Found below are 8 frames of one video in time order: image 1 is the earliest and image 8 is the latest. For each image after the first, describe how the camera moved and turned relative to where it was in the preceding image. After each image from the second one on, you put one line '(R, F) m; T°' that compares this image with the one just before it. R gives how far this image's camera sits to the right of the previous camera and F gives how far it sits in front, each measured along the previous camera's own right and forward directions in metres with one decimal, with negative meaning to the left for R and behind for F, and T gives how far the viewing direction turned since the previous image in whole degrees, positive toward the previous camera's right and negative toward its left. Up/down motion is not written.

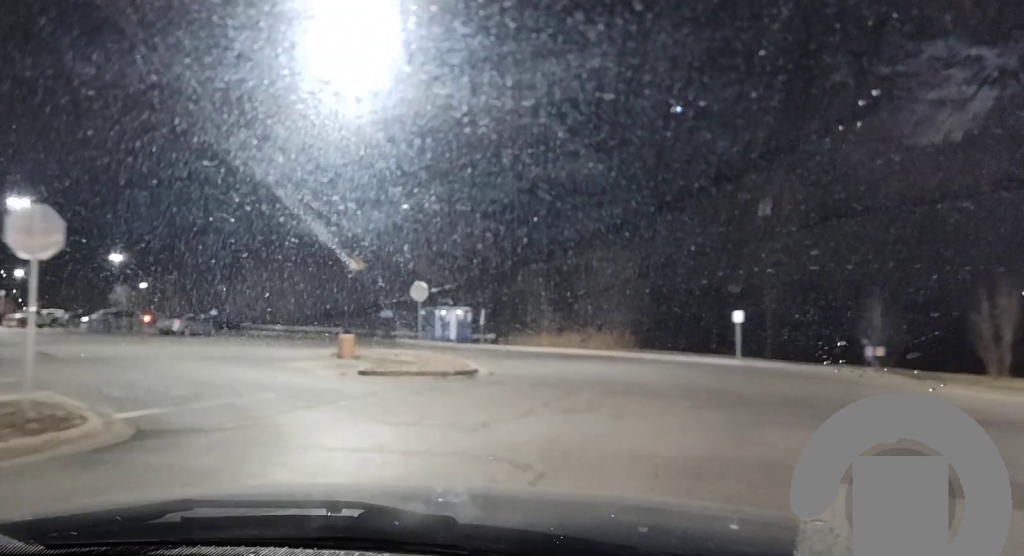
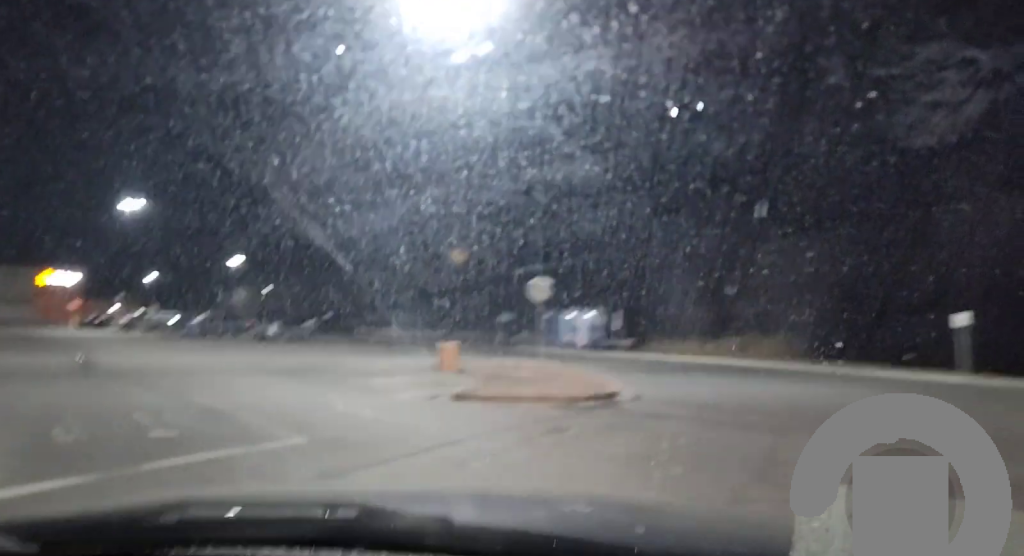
(-0.7, +6.4) m; -15°
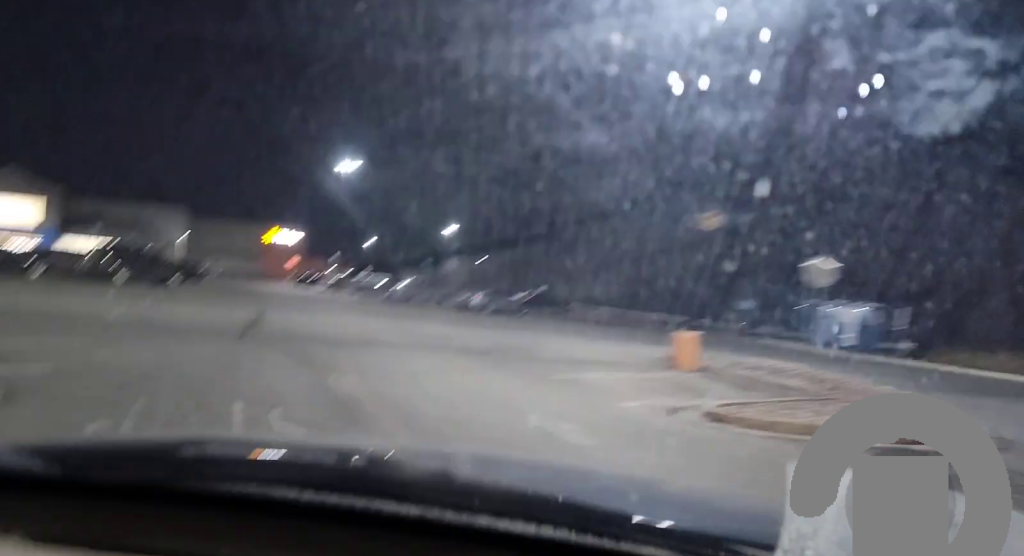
(-0.7, +5.1) m; -8°
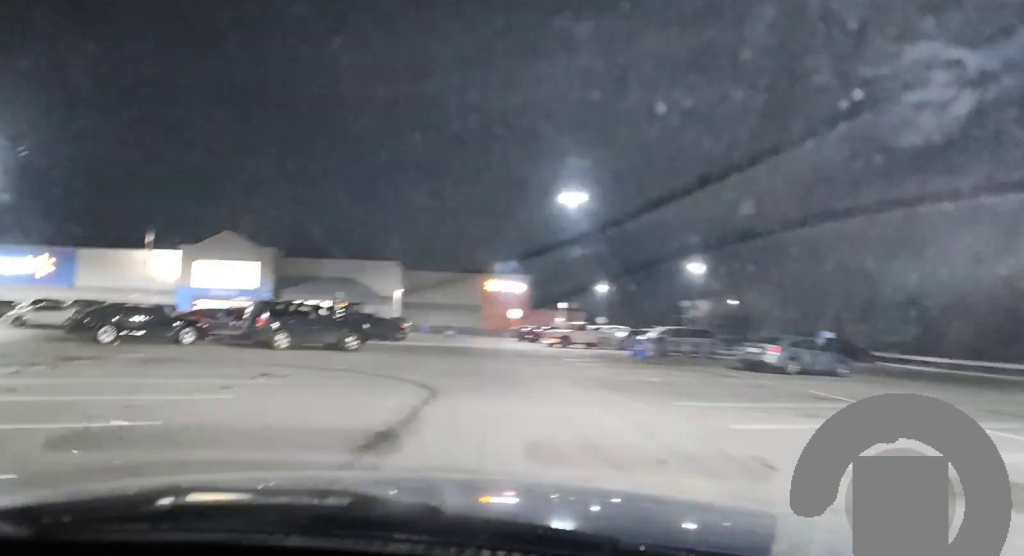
(-0.6, +10.9) m; -11°
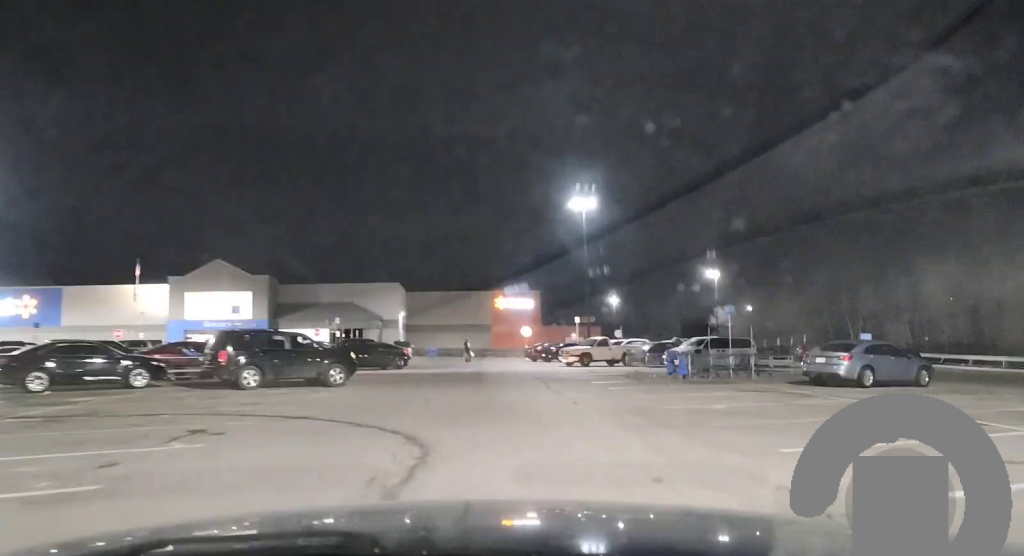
(-0.4, +4.8) m; -5°
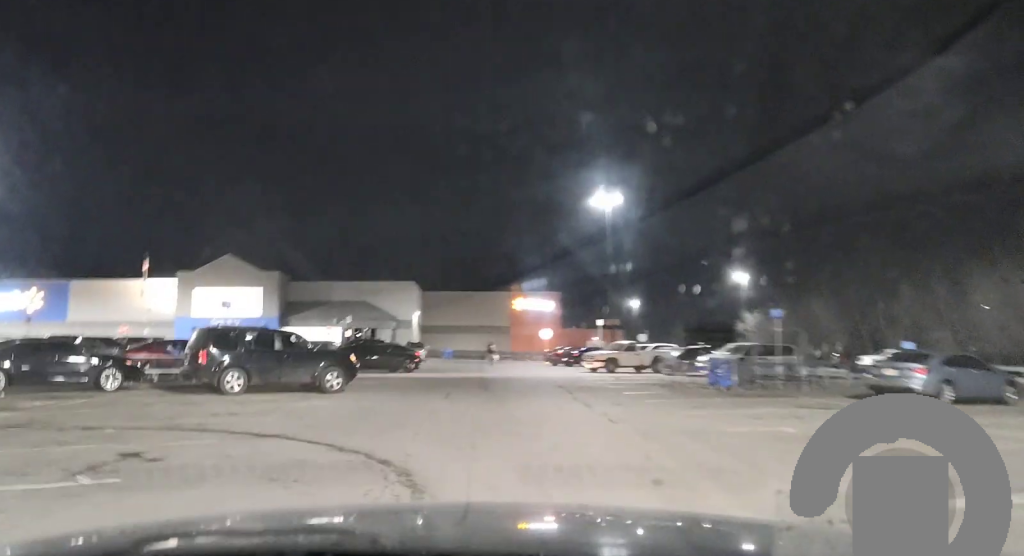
(0.0, +3.2) m; 0°
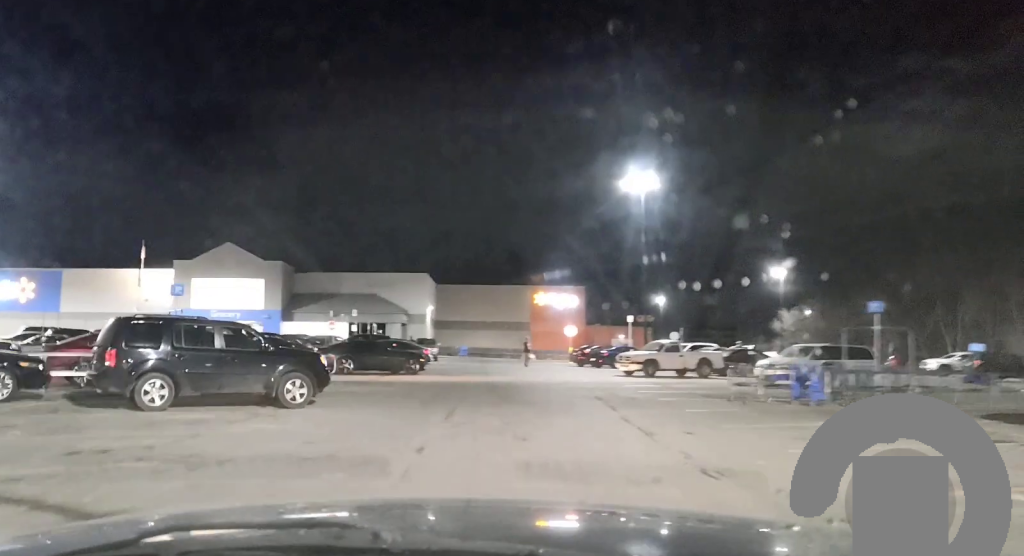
(0.0, +6.1) m; 0°
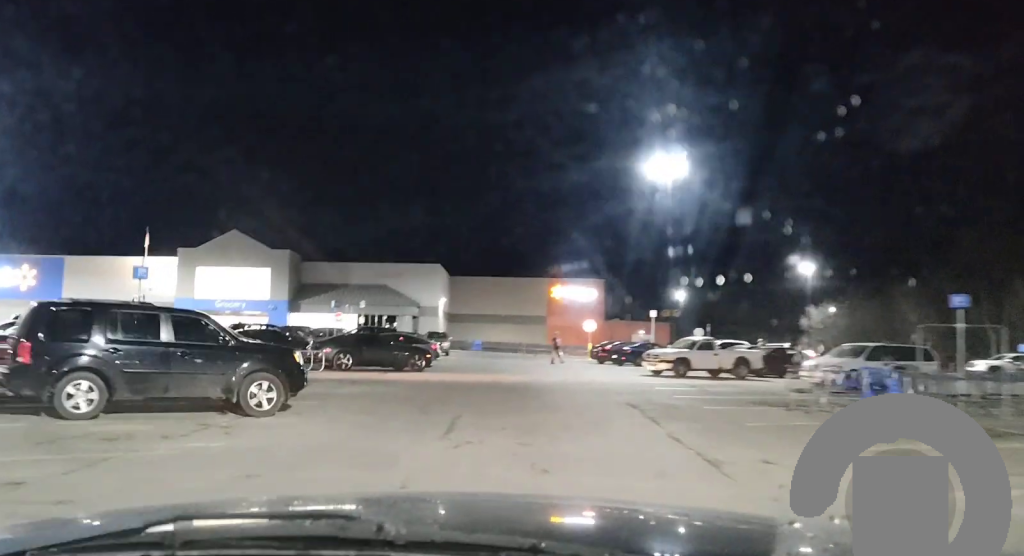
(0.0, +3.2) m; -1°
